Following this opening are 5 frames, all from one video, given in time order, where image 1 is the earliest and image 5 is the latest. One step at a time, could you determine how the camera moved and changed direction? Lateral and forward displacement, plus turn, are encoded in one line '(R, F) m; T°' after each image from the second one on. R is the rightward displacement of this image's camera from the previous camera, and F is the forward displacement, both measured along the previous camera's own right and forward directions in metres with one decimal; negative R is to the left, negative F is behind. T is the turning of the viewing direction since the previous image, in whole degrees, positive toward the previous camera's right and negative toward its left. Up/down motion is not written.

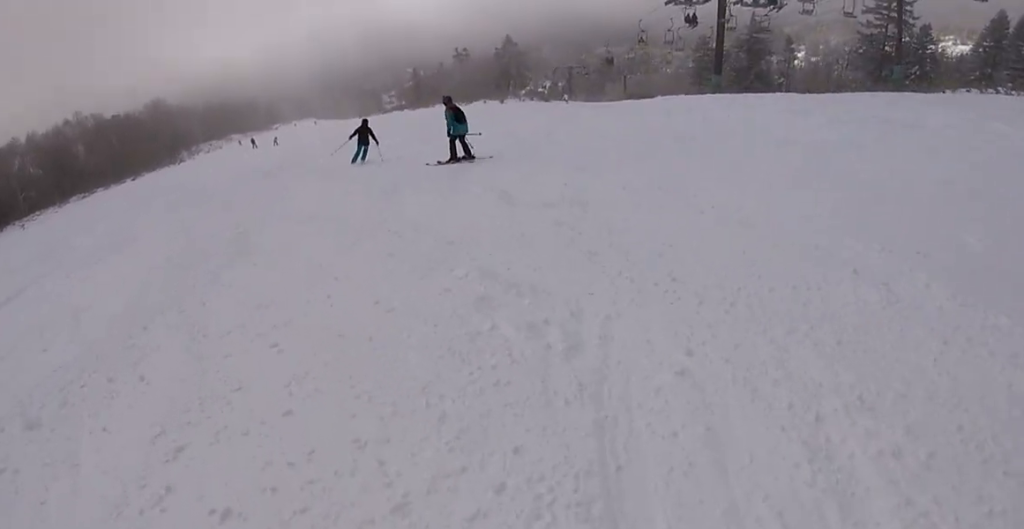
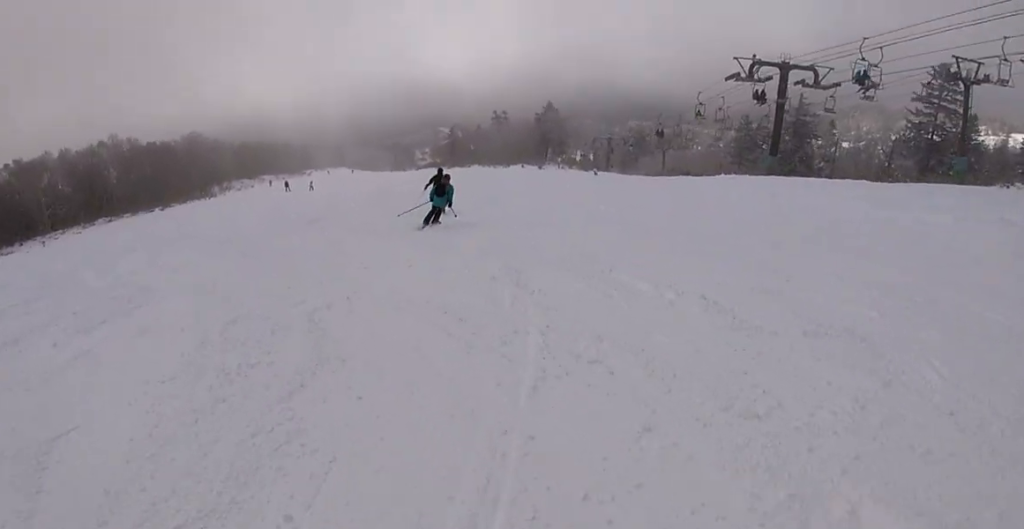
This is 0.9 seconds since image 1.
(-0.1, +3.5) m; 0°
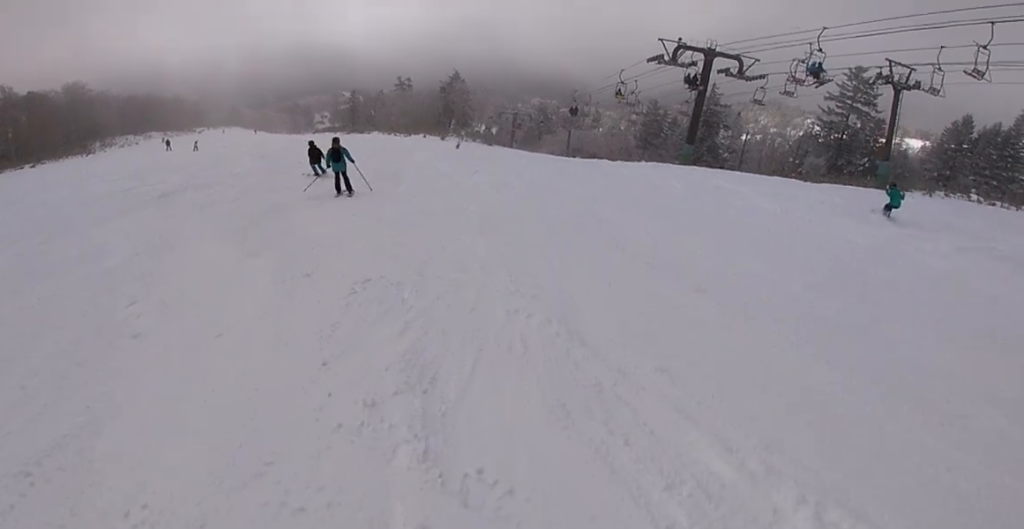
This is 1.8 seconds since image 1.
(-0.1, +4.4) m; +13°
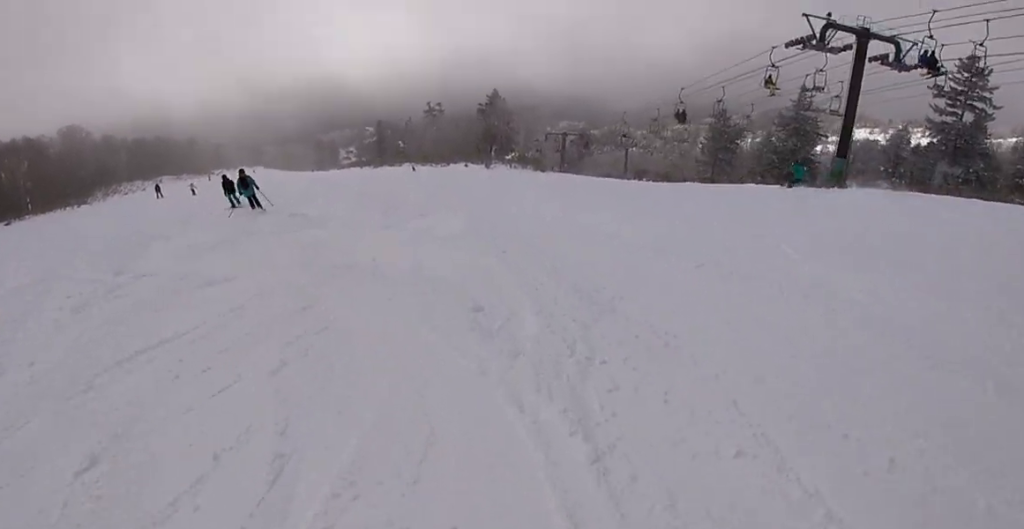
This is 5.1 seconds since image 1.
(-1.0, +14.5) m; -5°
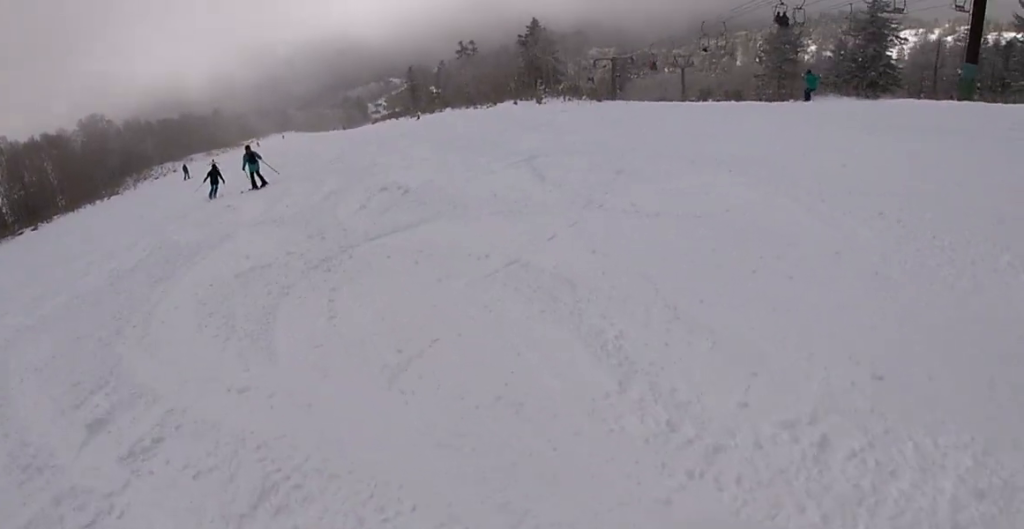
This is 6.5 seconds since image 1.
(-1.0, +6.4) m; -9°
